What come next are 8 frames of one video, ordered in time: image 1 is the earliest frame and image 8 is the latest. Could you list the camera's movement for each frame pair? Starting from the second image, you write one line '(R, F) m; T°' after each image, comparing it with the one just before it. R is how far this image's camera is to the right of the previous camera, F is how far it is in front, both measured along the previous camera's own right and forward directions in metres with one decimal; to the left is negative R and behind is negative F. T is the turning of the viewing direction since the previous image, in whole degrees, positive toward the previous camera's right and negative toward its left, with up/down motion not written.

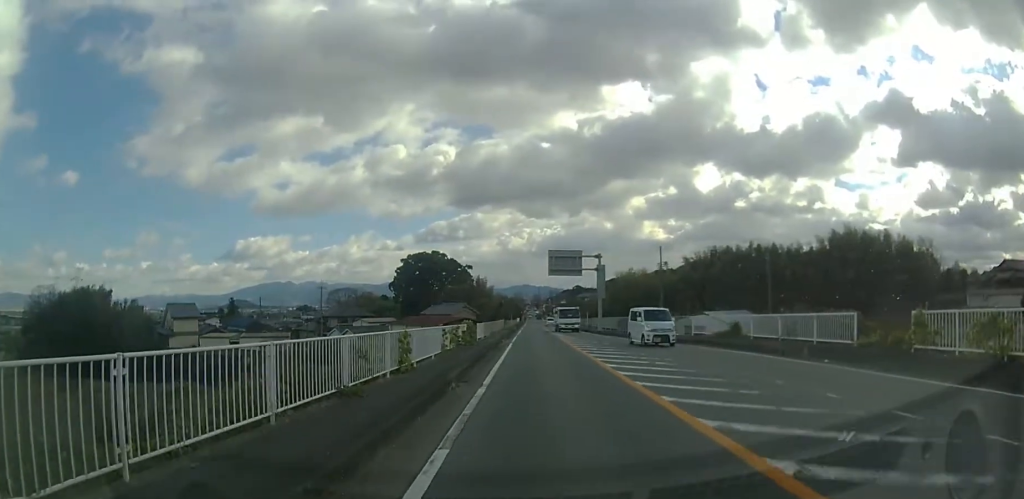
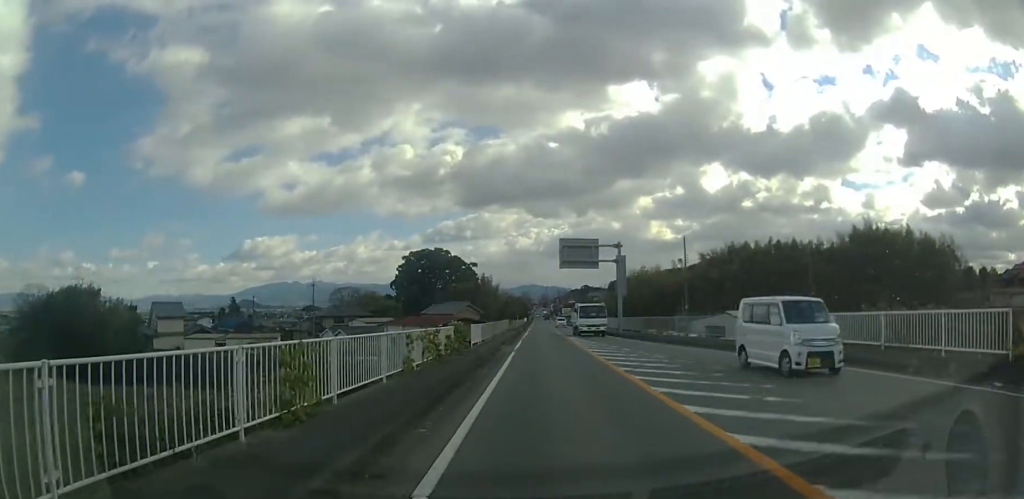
(0.0, +7.0) m; -1°
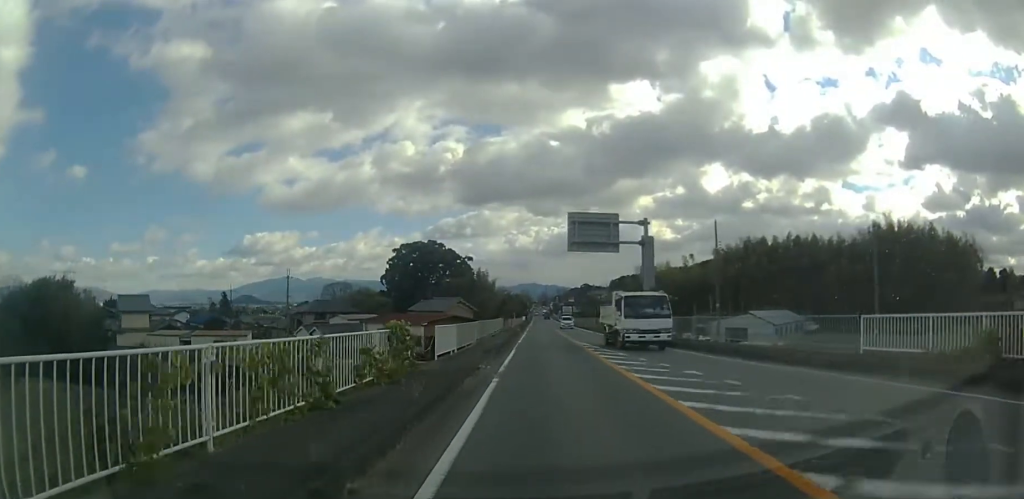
(-0.2, +9.6) m; -1°
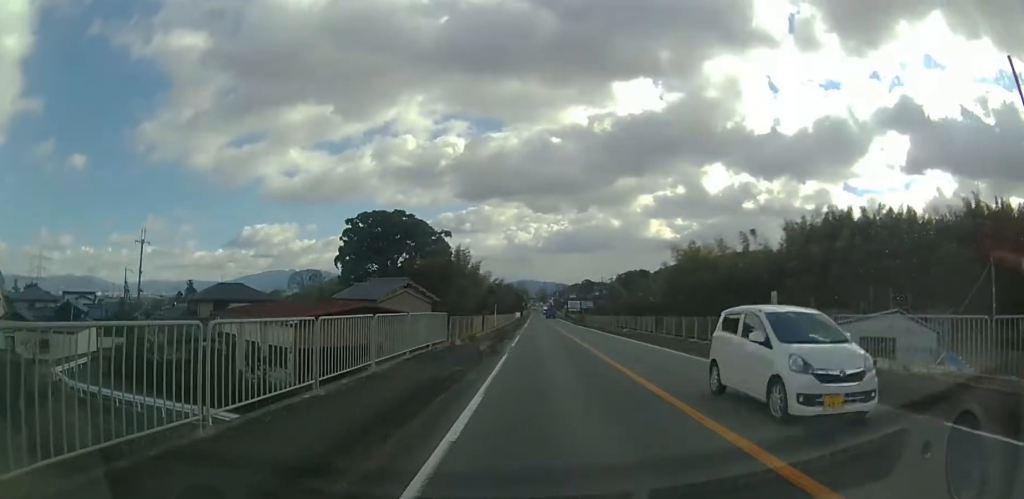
(0.0, +33.6) m; 0°
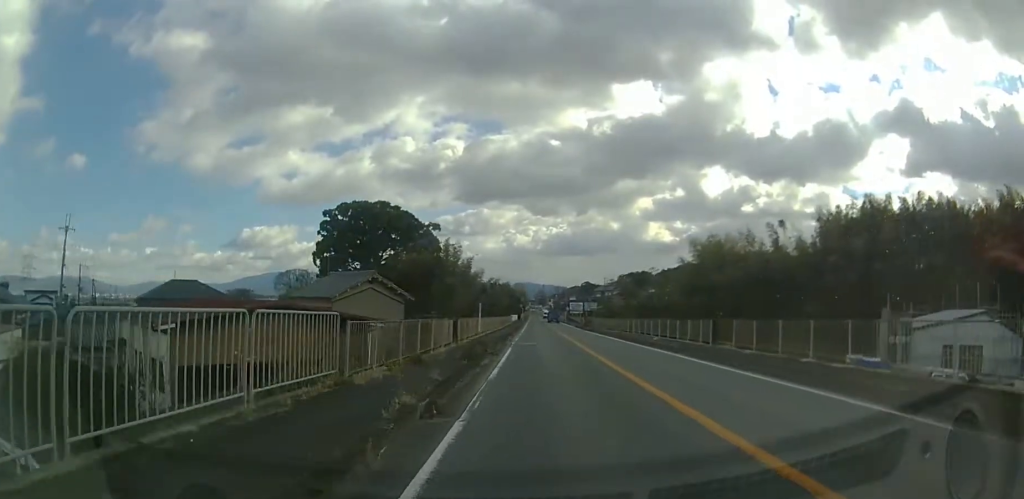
(0.0, +11.1) m; 0°
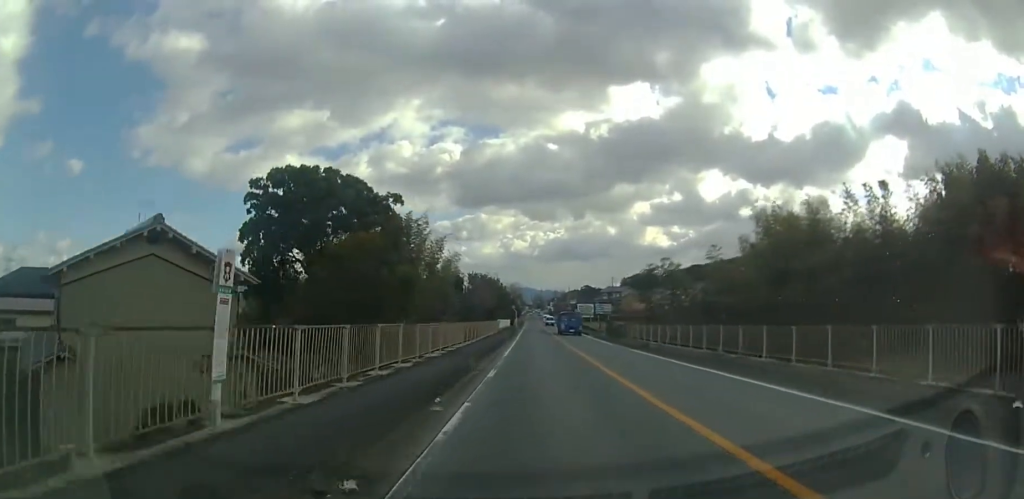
(0.0, +24.4) m; 0°
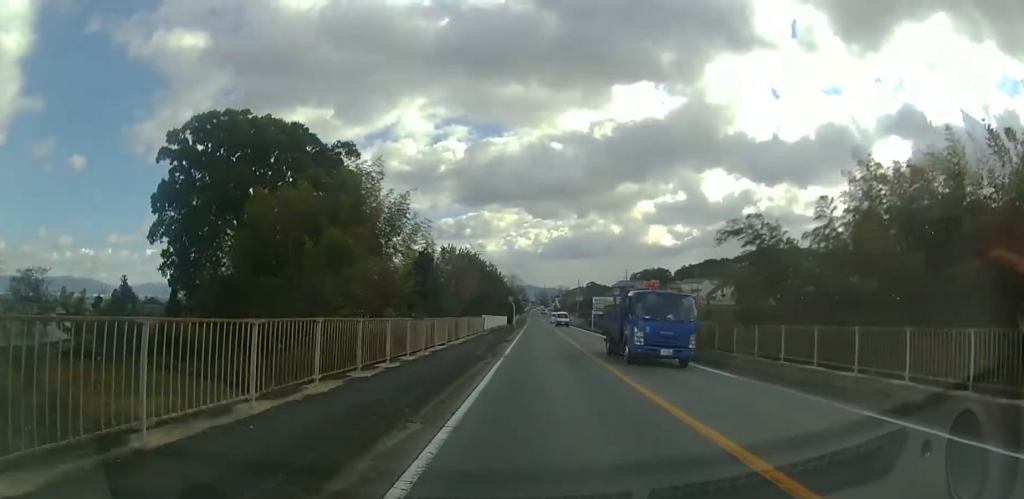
(0.0, +19.3) m; 0°
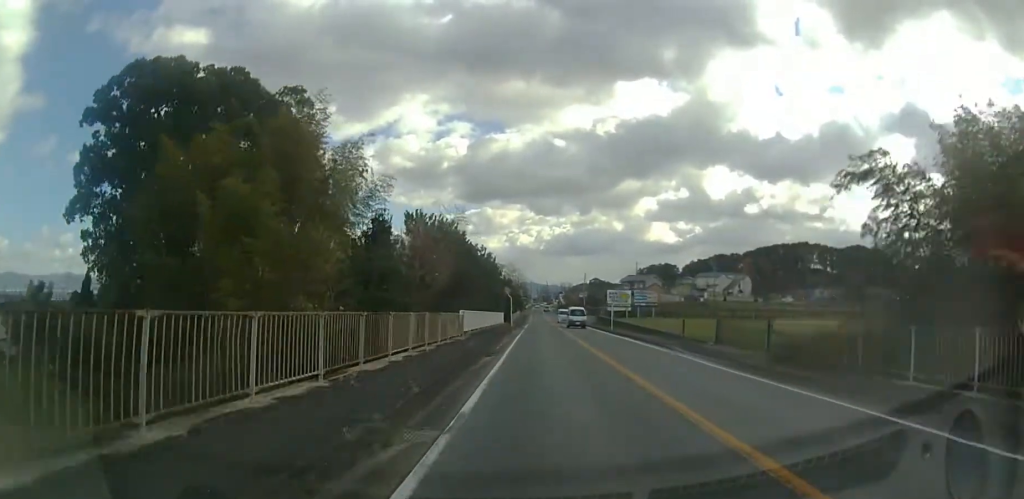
(0.0, +11.9) m; 0°
